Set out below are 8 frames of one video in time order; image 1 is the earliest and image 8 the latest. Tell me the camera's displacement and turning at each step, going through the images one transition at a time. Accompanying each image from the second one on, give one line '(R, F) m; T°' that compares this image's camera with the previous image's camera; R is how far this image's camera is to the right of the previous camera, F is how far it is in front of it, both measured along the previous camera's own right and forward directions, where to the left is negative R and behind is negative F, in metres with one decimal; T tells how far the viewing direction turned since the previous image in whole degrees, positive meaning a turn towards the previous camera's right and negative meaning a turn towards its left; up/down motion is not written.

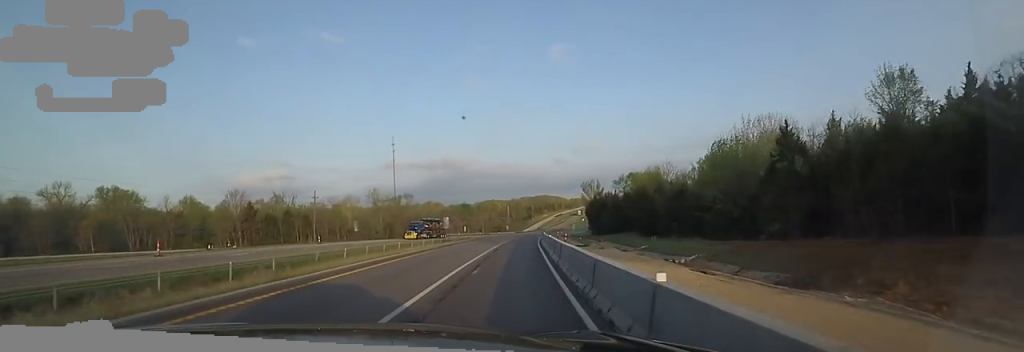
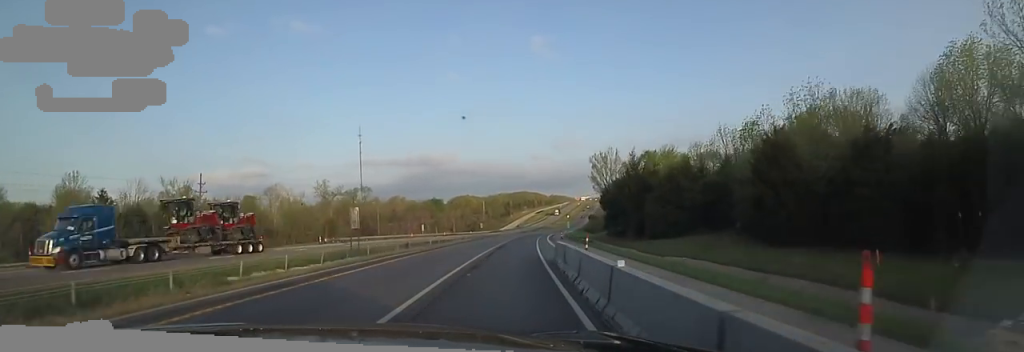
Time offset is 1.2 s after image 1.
(+2.8, +37.1) m; +3°
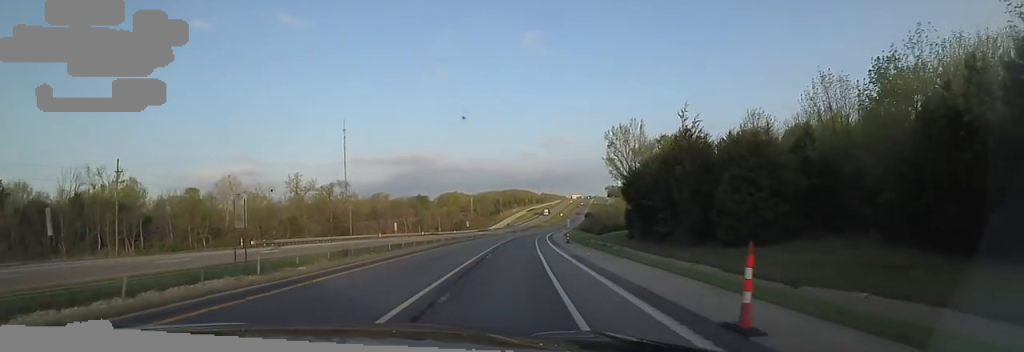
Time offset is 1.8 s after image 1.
(-0.8, +17.0) m; 0°
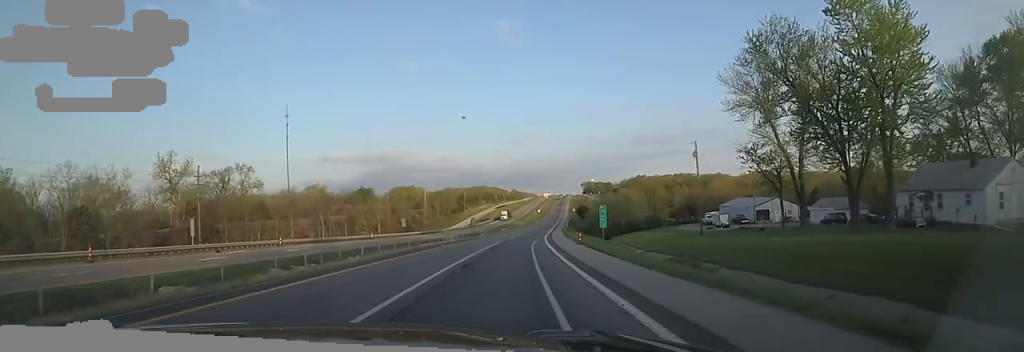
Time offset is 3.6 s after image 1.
(+4.0, +55.1) m; +6°
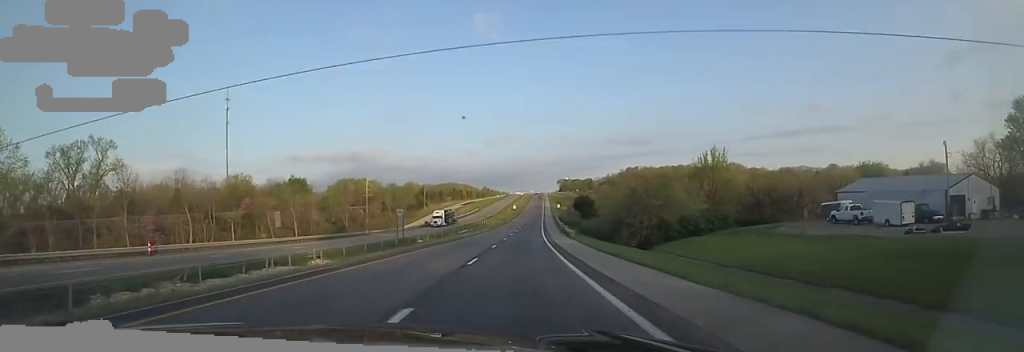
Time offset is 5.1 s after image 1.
(-0.7, +46.3) m; +3°
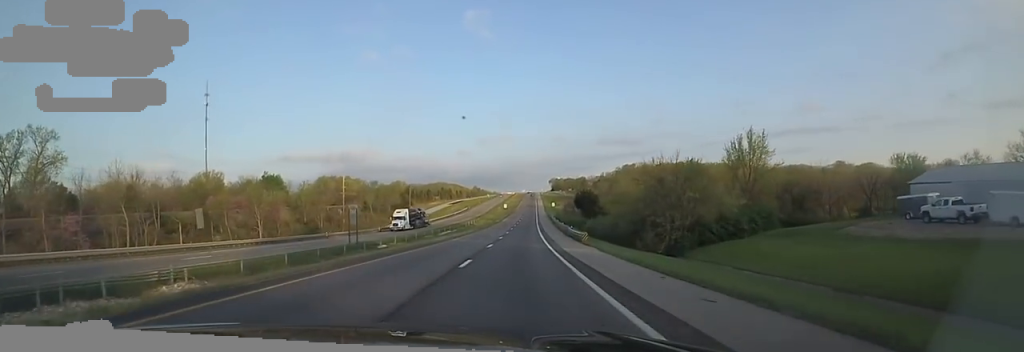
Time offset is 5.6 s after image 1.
(+1.3, +13.6) m; +1°
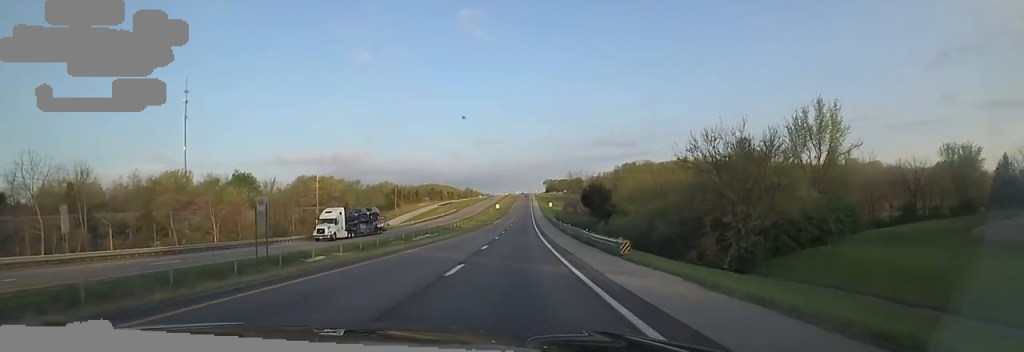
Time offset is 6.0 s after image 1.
(+1.0, +14.6) m; +2°
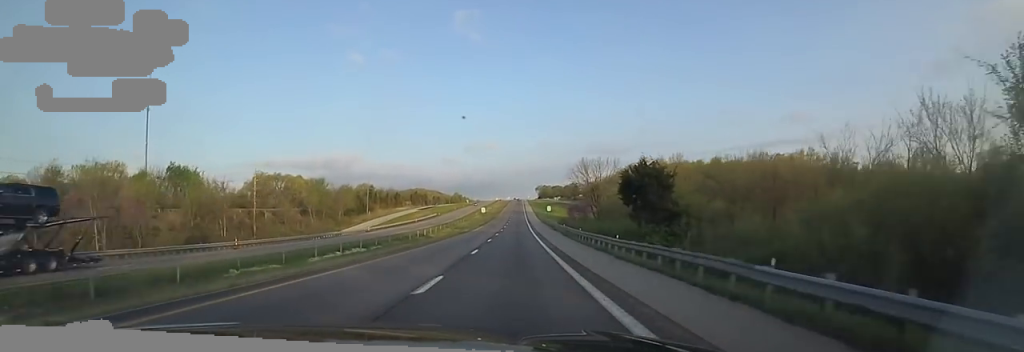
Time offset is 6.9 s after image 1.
(-1.2, +27.7) m; -1°
